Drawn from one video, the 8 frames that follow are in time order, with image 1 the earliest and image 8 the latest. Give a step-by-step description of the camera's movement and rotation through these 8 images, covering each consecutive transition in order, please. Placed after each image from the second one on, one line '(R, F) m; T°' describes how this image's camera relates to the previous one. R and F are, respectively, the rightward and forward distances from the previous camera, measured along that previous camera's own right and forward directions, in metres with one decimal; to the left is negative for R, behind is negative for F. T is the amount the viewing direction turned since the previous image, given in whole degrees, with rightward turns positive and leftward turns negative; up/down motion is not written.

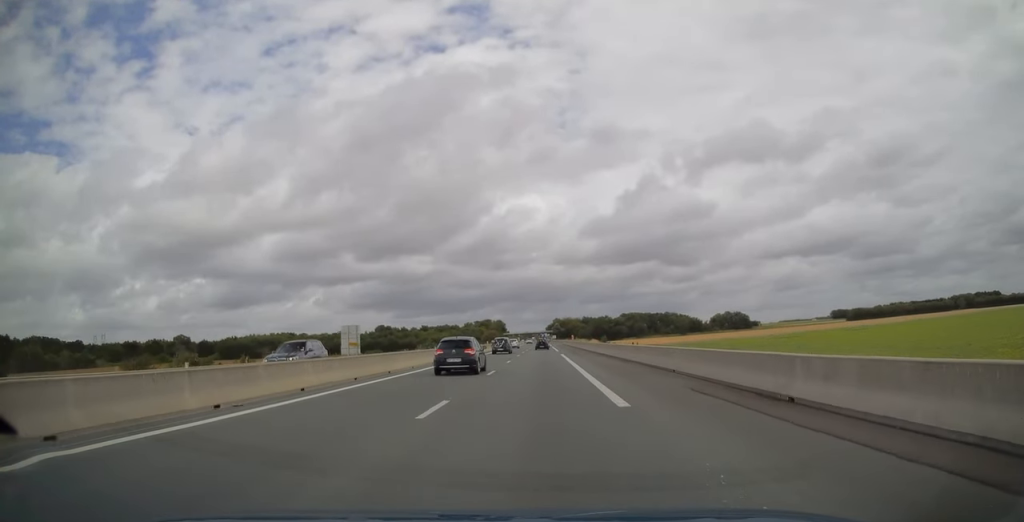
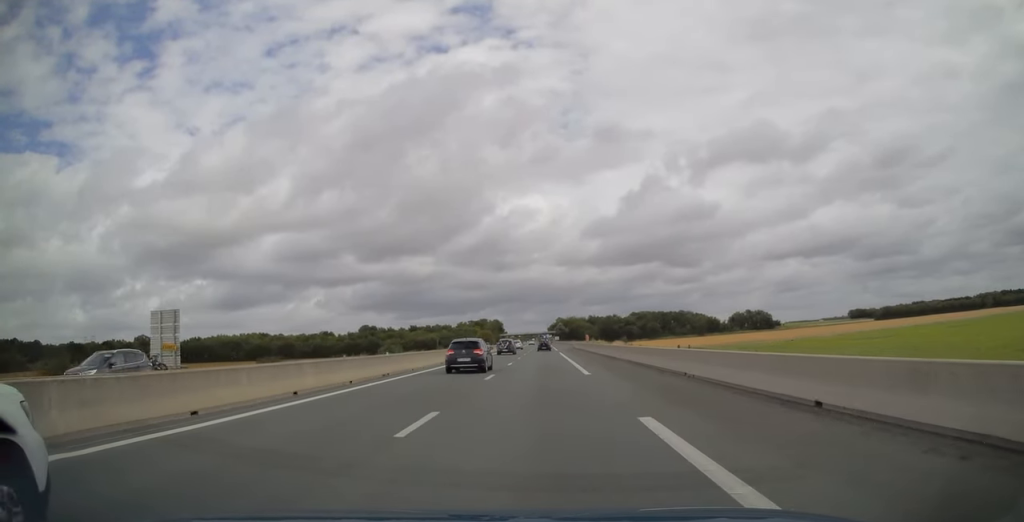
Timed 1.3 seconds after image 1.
(0.0, +40.9) m; 0°
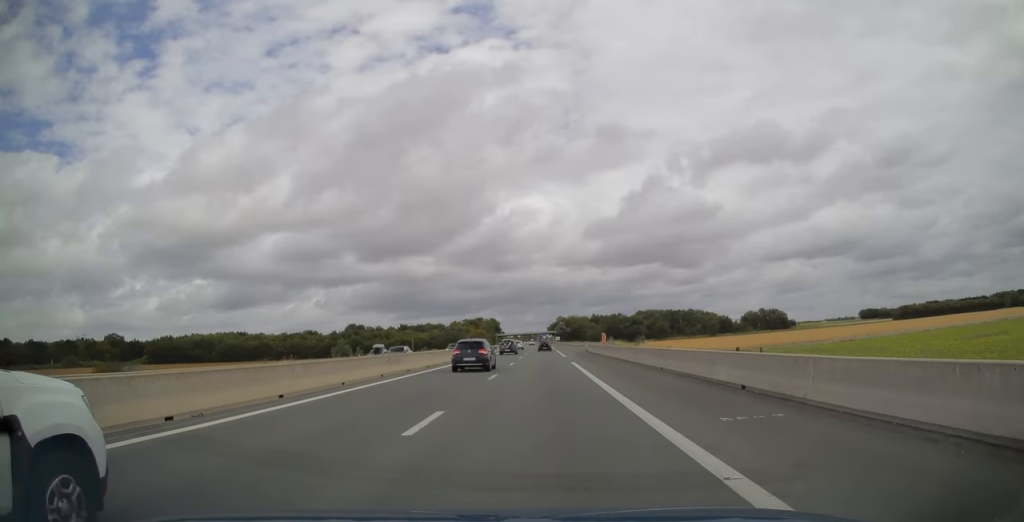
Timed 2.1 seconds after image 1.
(-0.1, +25.9) m; 0°
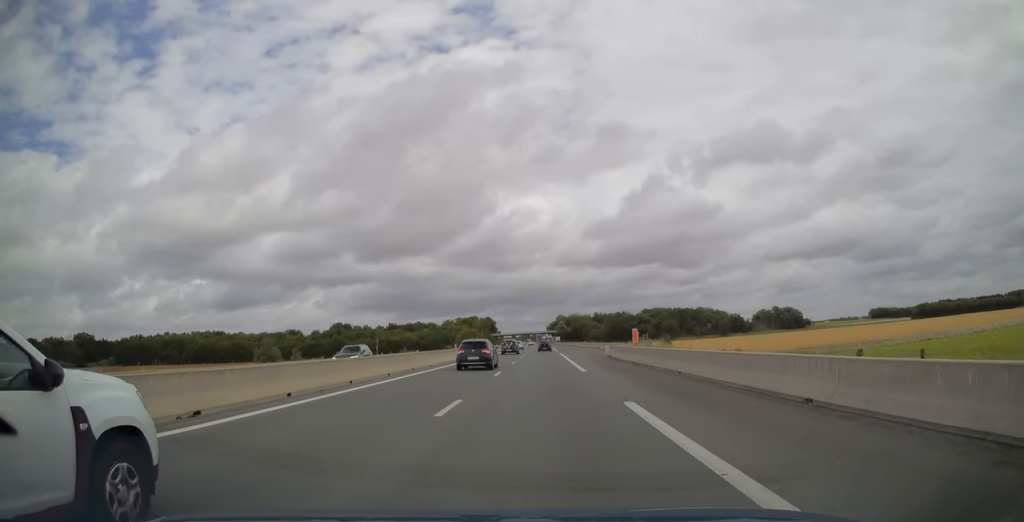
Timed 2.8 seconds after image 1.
(0.0, +23.7) m; 0°
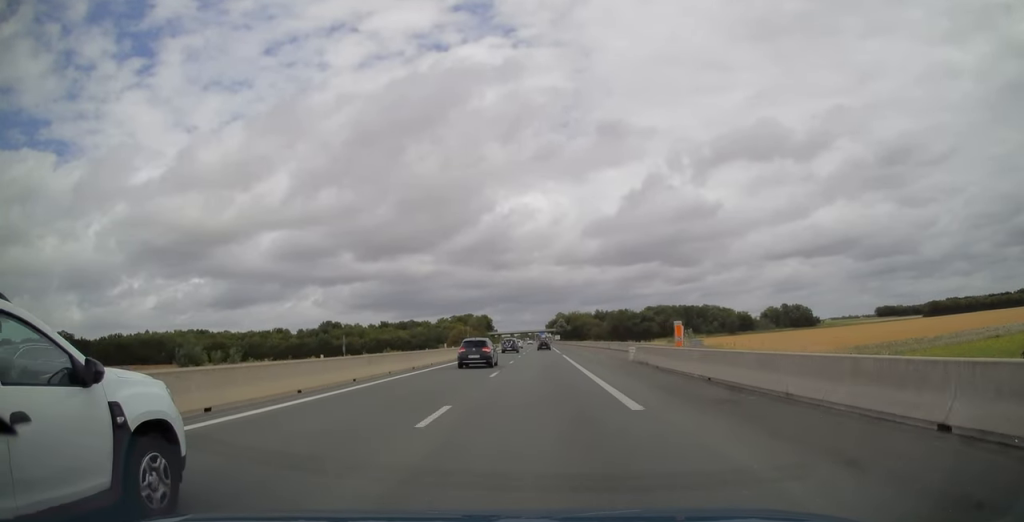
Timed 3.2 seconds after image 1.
(+0.1, +14.5) m; 0°
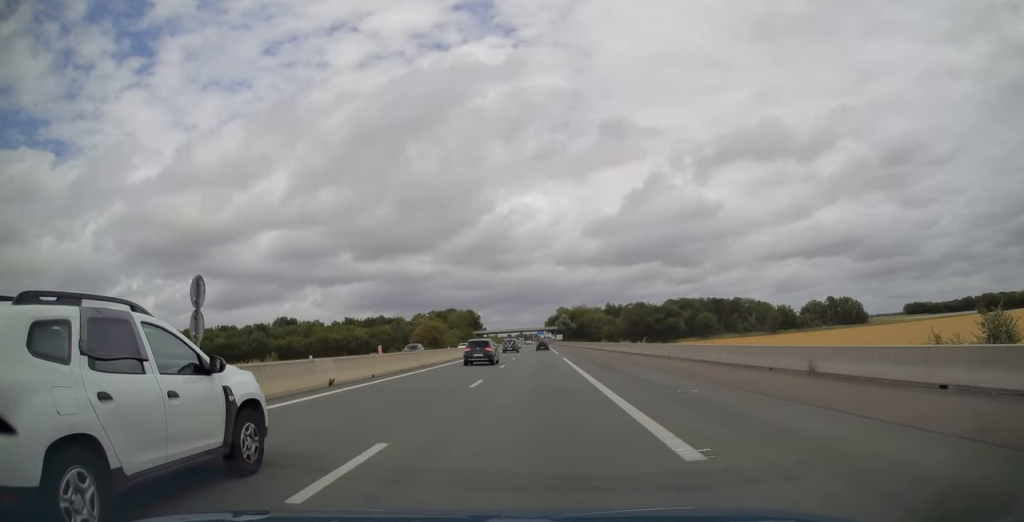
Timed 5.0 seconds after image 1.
(+0.2, +56.4) m; 0°
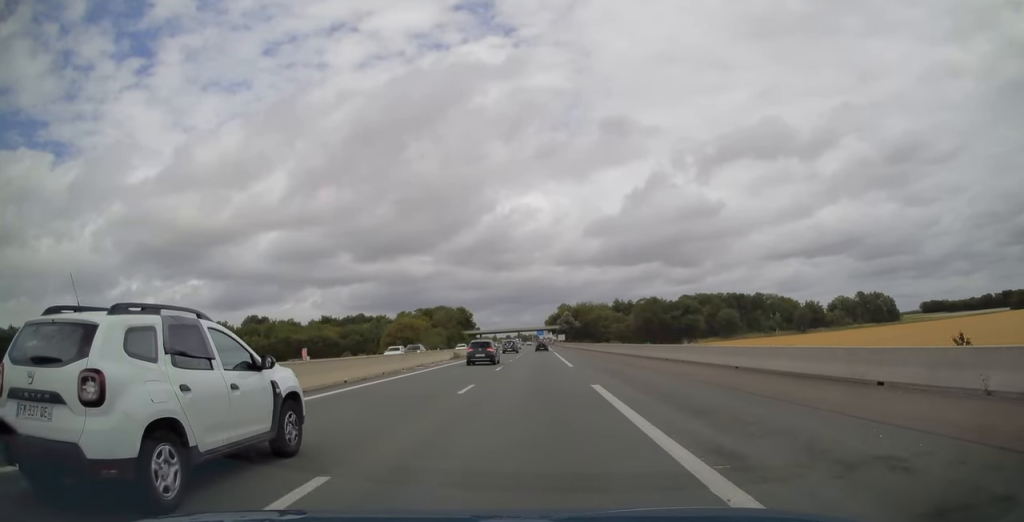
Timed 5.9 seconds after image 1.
(-0.2, +28.0) m; 0°
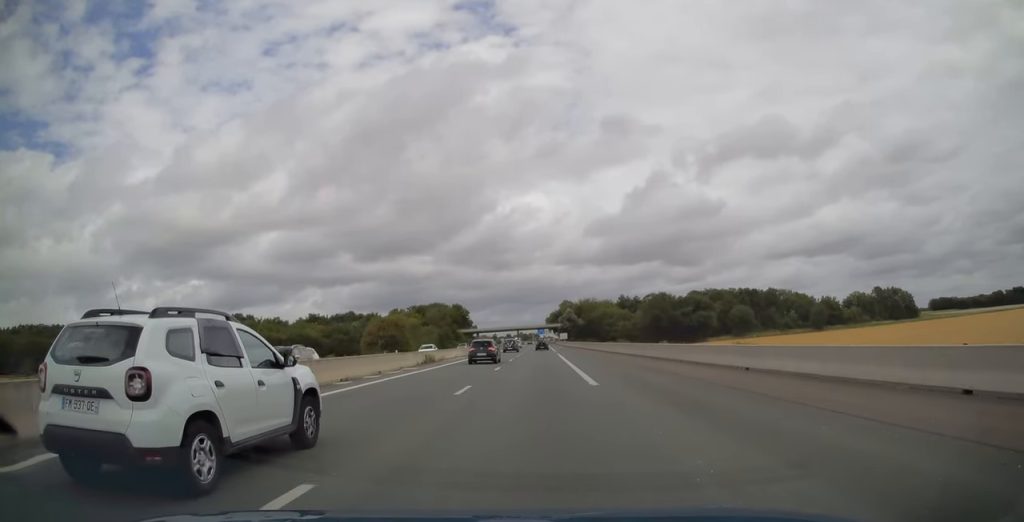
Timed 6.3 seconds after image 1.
(+0.1, +13.4) m; 0°
